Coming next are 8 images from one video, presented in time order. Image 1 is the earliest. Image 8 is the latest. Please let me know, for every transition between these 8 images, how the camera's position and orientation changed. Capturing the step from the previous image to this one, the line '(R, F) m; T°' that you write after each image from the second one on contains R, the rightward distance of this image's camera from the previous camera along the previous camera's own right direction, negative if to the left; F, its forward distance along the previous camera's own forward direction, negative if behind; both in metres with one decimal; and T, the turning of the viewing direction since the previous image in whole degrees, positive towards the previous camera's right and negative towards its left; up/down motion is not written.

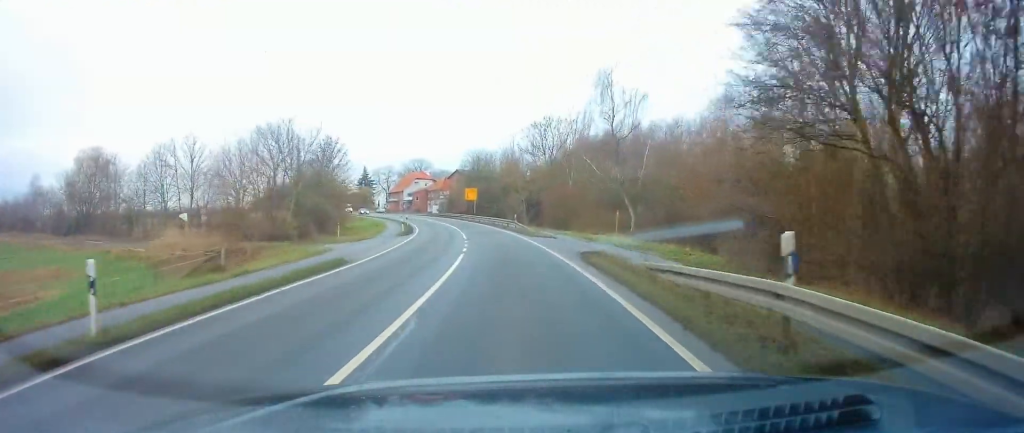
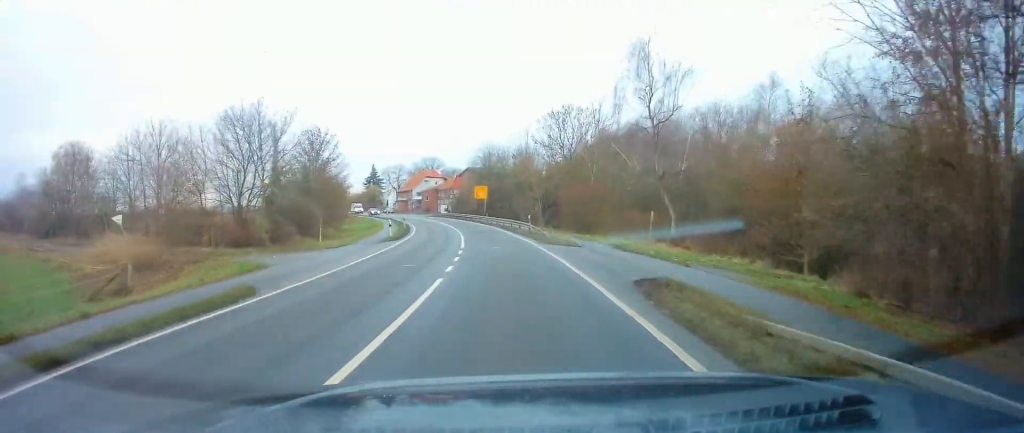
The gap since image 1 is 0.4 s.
(0.0, +7.6) m; -2°
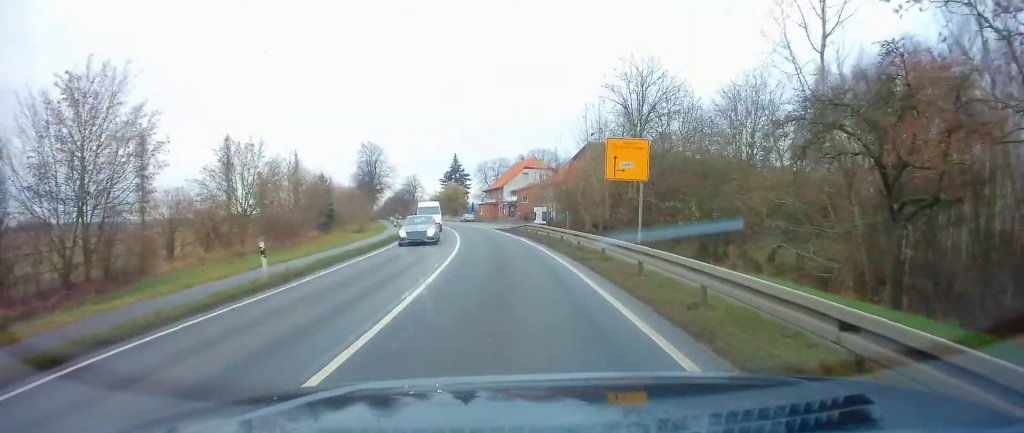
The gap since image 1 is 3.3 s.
(-5.5, +50.9) m; -11°
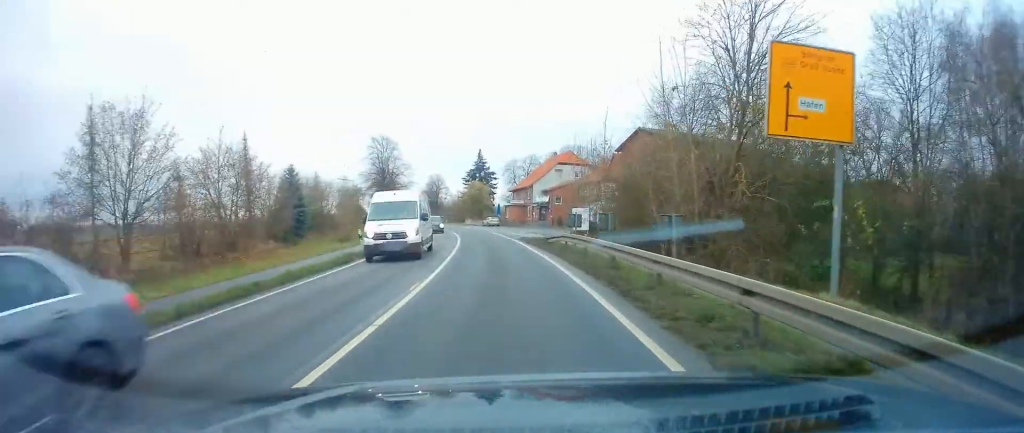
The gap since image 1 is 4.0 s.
(-0.3, +13.8) m; -3°
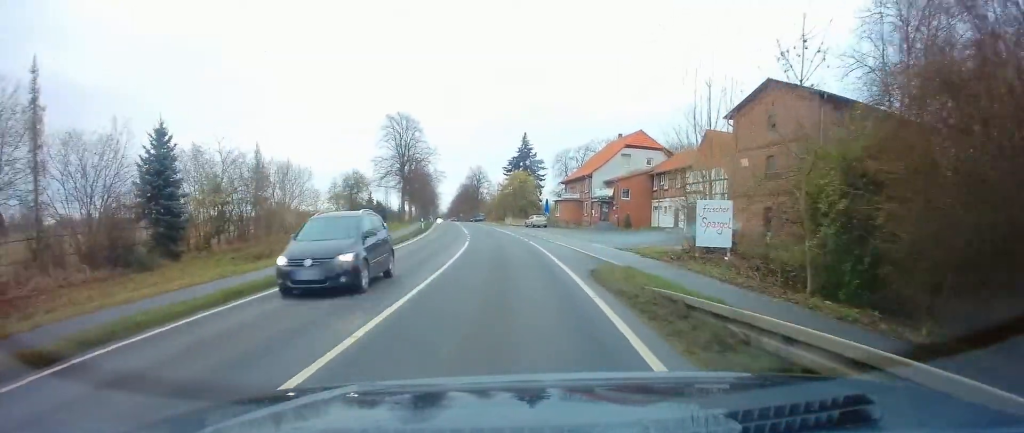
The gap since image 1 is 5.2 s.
(-0.9, +20.6) m; -5°
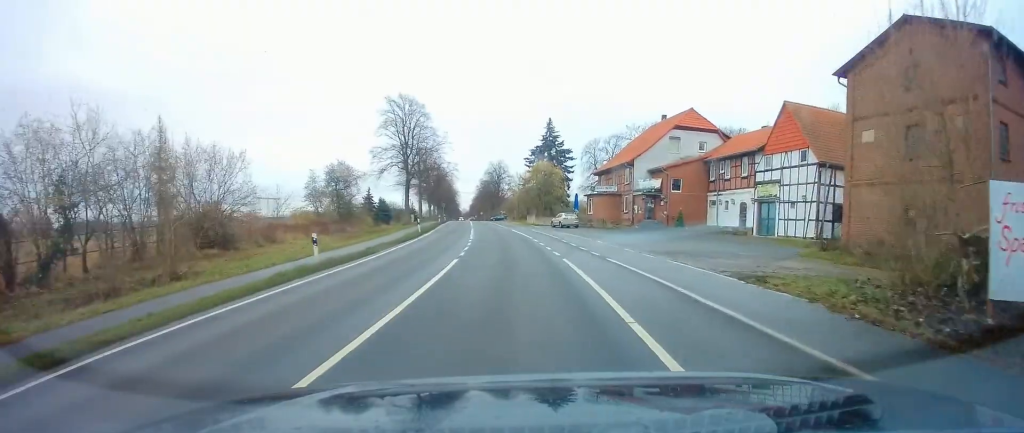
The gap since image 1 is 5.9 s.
(-0.2, +12.2) m; -2°
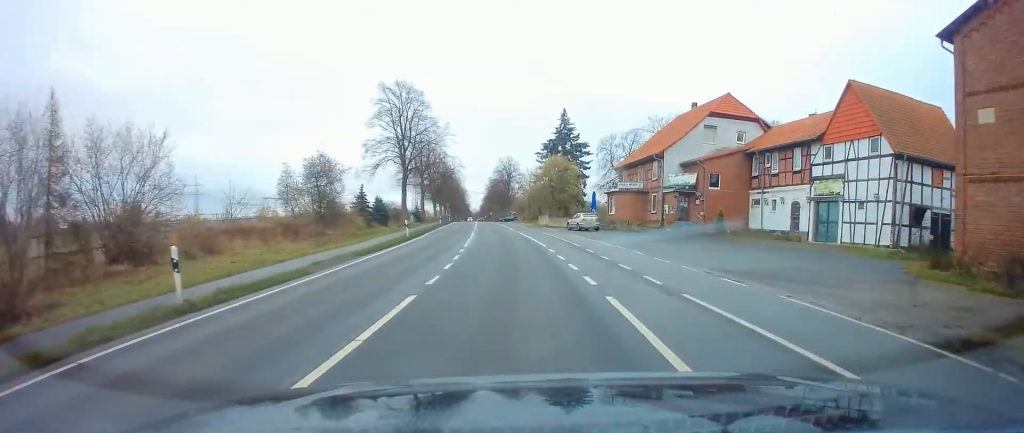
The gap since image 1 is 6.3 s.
(-0.1, +7.6) m; -1°
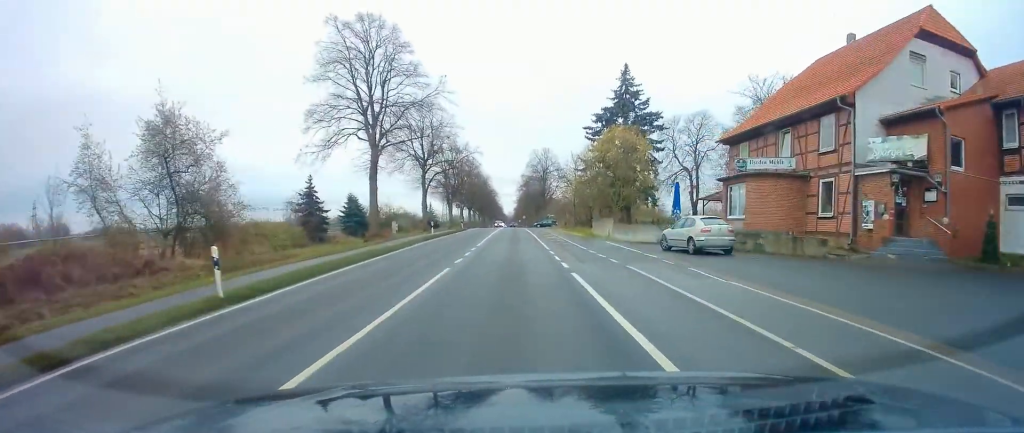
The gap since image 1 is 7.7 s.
(-1.0, +24.1) m; -5°
